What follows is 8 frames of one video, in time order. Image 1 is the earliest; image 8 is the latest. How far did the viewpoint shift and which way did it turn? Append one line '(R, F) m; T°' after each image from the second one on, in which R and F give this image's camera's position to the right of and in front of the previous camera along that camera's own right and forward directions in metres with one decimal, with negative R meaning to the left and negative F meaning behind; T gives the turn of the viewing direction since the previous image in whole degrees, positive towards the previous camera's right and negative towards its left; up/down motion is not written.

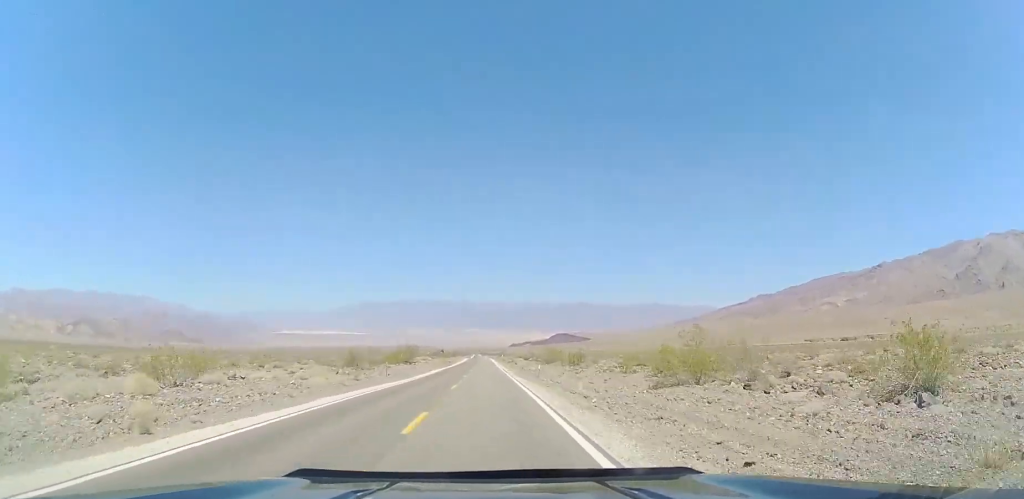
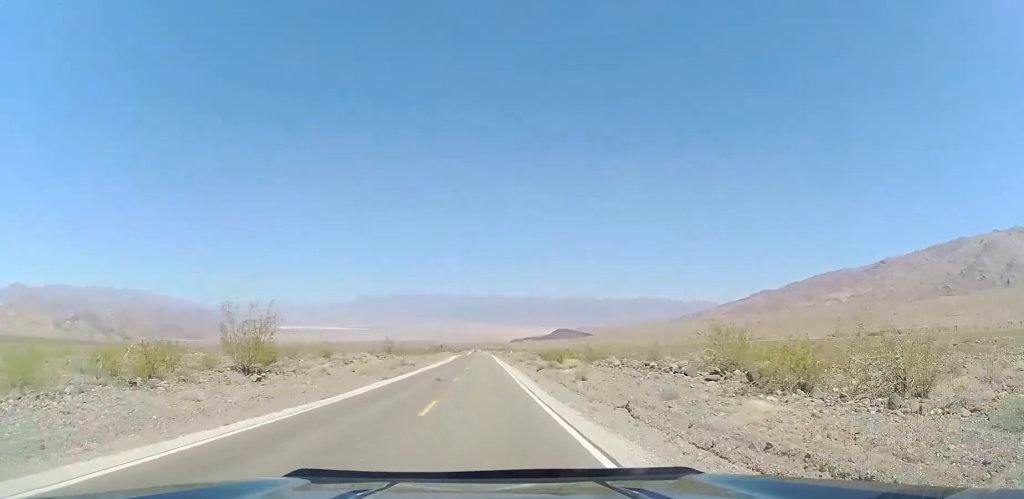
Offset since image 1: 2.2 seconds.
(+0.4, +56.1) m; +1°
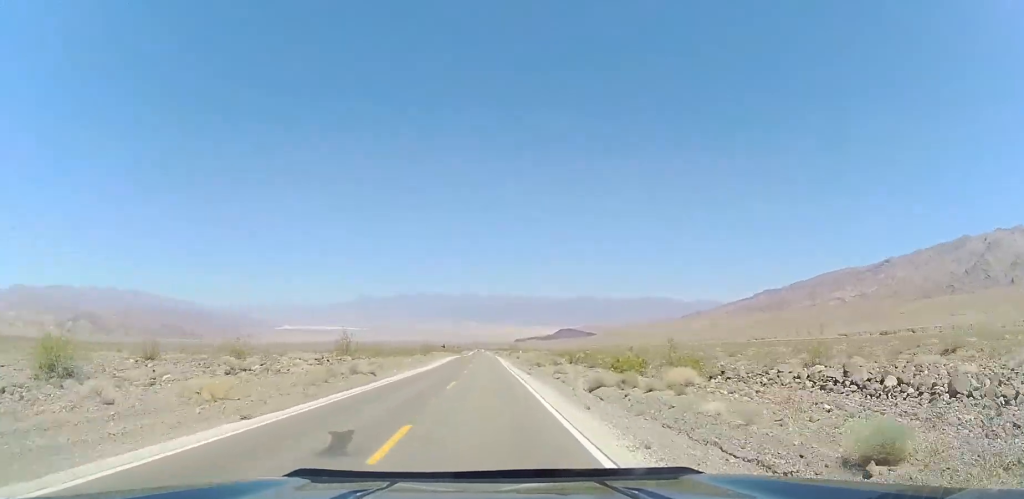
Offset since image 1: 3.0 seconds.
(0.0, +20.9) m; -1°
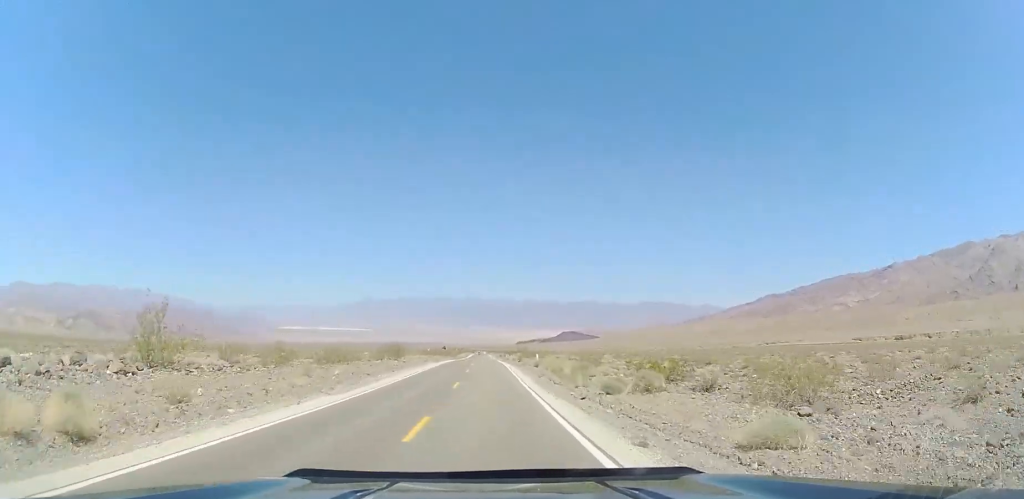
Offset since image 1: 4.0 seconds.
(-0.3, +27.1) m; -1°
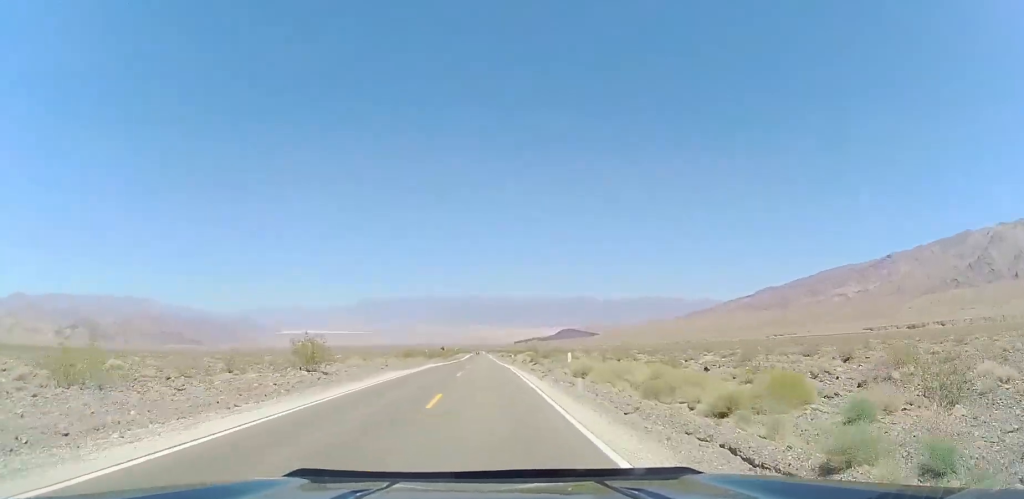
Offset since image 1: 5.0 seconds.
(0.0, +26.4) m; 0°
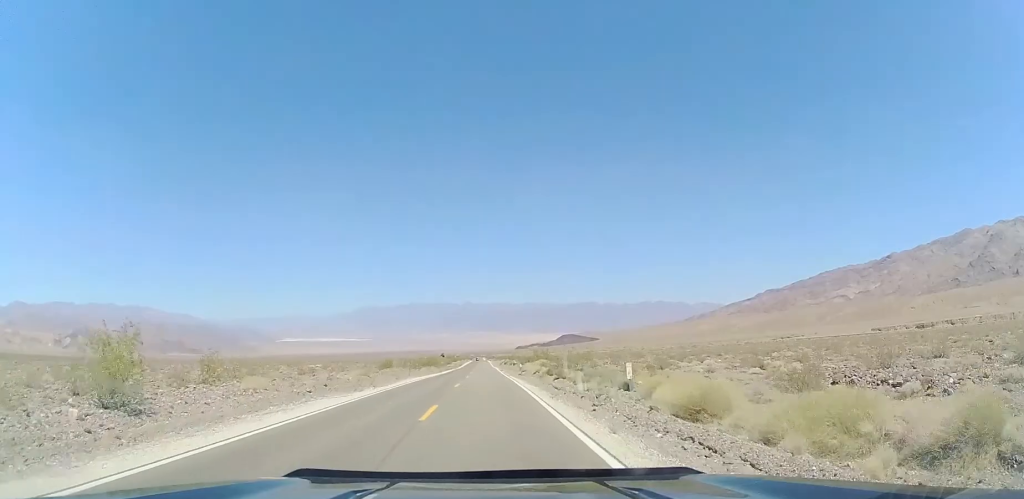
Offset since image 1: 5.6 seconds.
(+0.1, +15.8) m; 0°
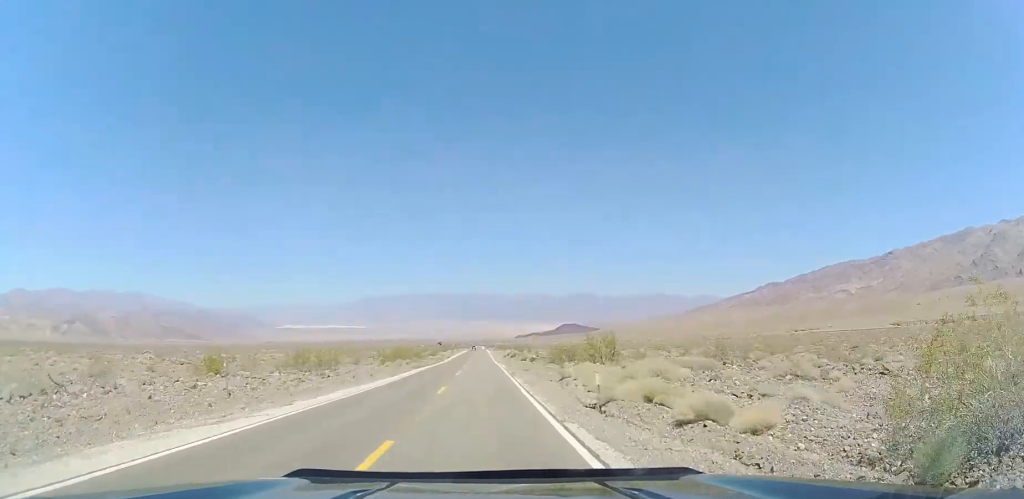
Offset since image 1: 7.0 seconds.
(-0.3, +36.9) m; -1°
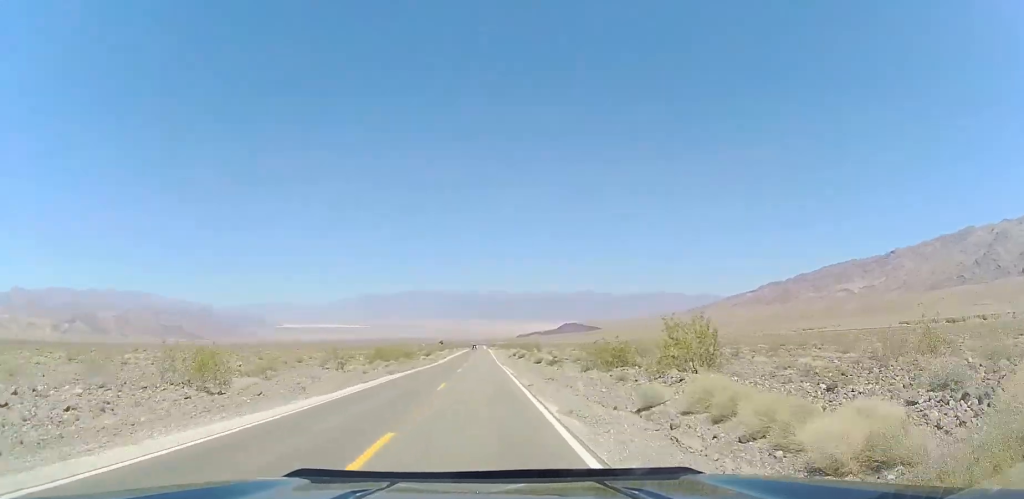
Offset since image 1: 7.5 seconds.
(0.0, +14.1) m; 0°
